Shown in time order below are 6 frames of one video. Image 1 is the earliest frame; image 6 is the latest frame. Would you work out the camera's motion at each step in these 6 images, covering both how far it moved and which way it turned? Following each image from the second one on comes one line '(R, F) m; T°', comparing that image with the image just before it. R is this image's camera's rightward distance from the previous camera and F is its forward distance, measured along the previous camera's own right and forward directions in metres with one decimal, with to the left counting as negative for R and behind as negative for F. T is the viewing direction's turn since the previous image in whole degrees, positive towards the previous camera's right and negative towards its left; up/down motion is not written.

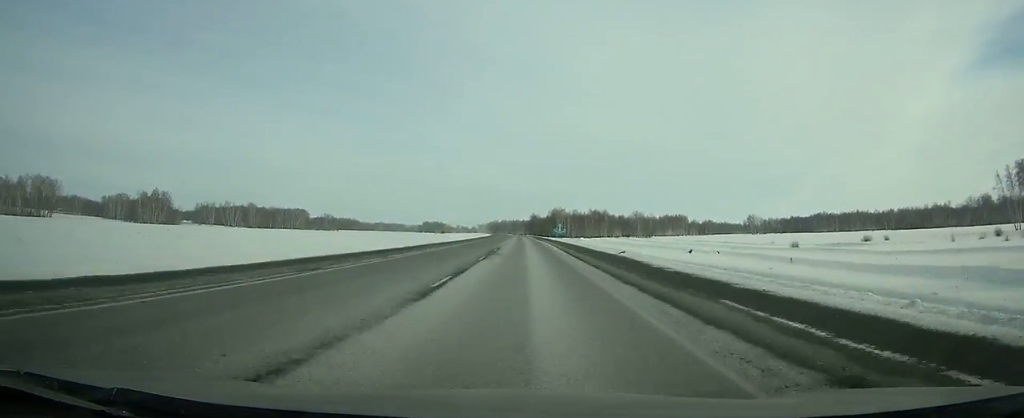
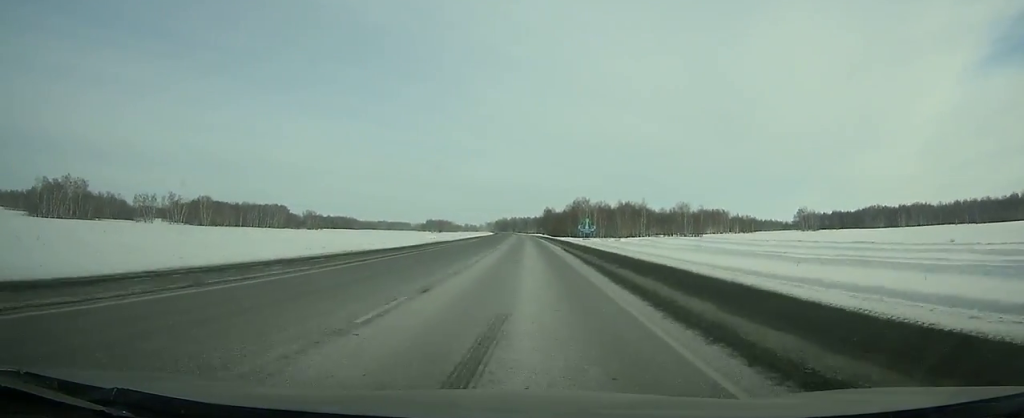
(-0.8, +90.8) m; -1°
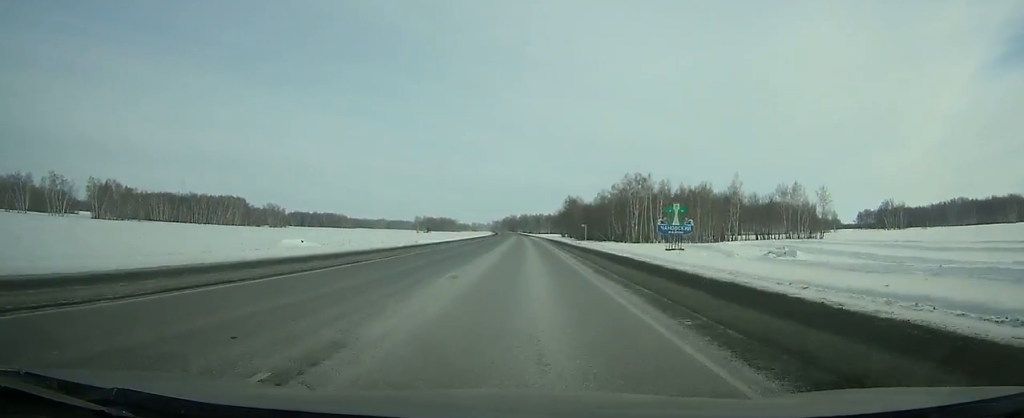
(-1.5, +115.1) m; -2°
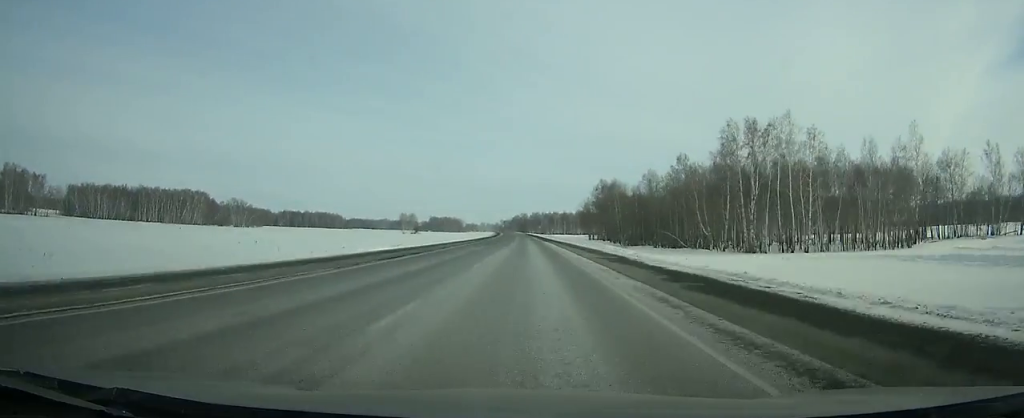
(-1.0, +79.2) m; -1°
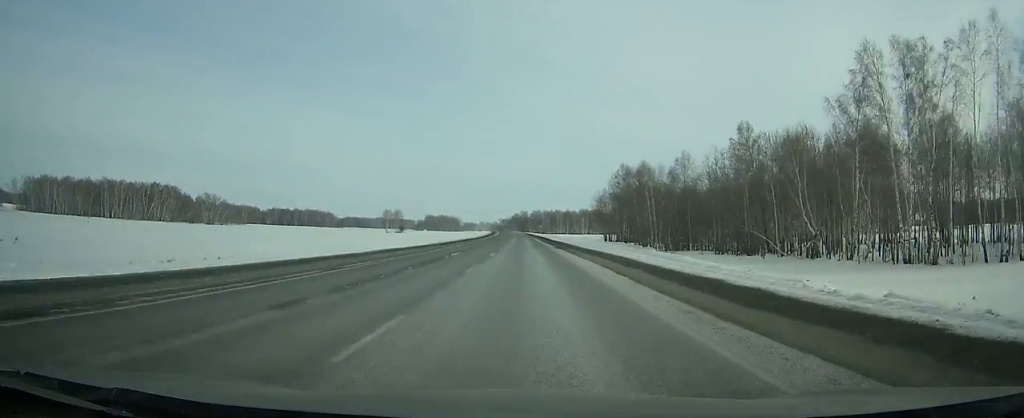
(-0.1, +37.2) m; 0°
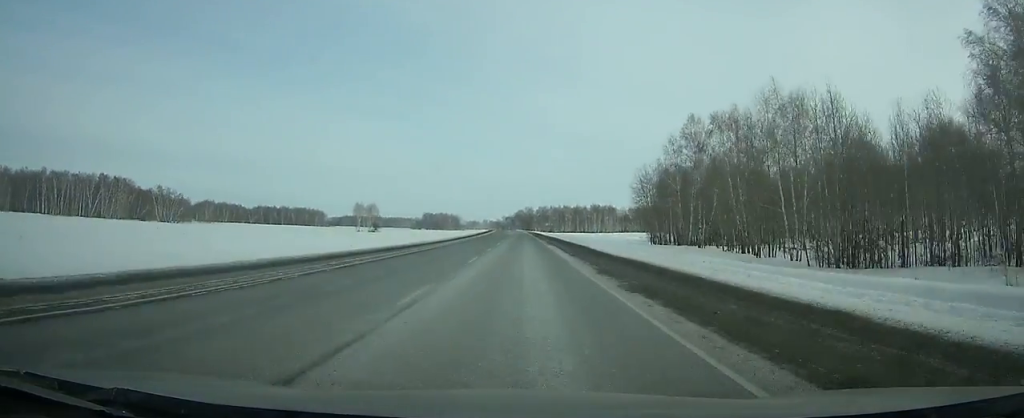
(-0.2, +55.7) m; 0°
